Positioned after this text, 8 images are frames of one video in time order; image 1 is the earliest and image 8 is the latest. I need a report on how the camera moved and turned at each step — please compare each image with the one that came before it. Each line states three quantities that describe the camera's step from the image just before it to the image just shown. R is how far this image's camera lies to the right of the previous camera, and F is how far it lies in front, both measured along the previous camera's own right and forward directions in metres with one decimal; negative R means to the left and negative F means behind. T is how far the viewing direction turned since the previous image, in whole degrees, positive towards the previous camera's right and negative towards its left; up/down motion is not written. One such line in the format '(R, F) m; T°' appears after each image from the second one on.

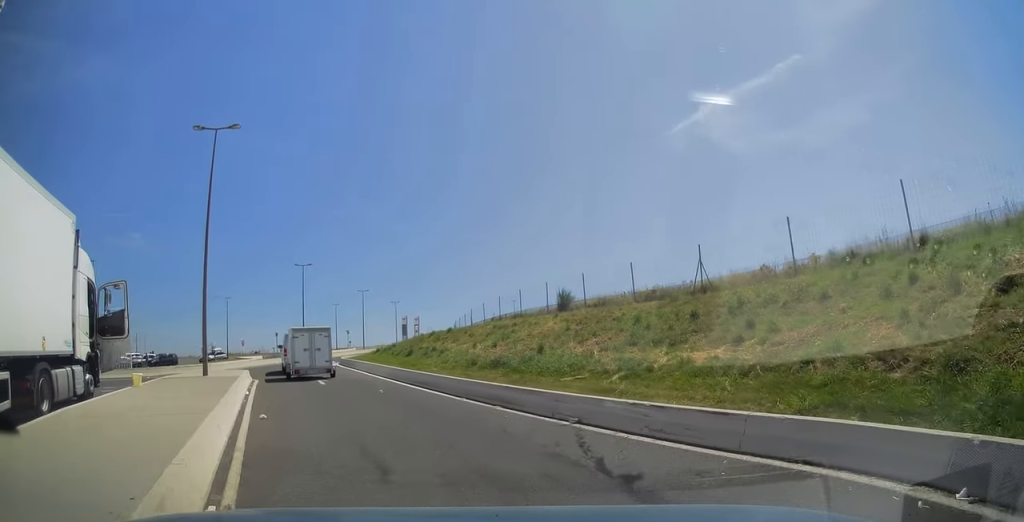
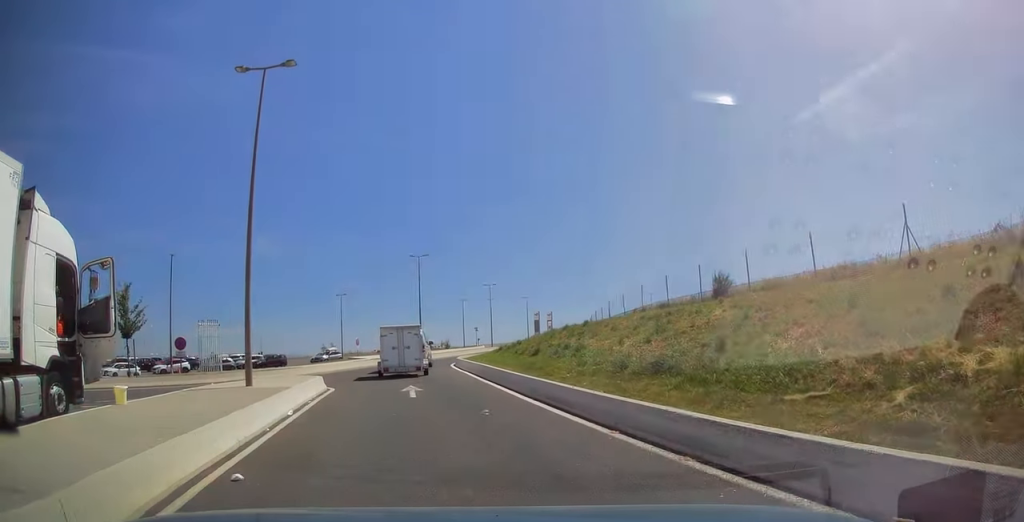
(-0.5, +5.6) m; -10°
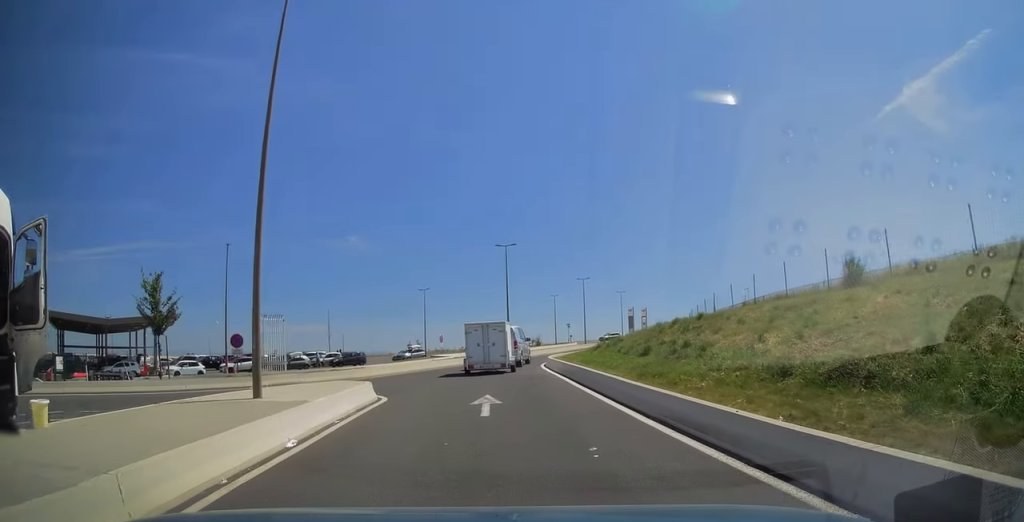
(-0.2, +4.2) m; -8°
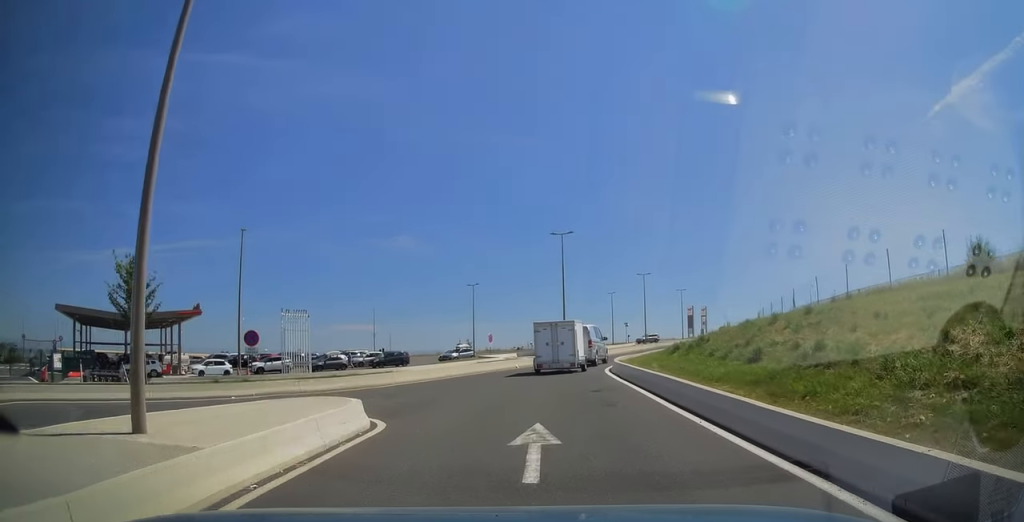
(-0.4, +4.9) m; -5°
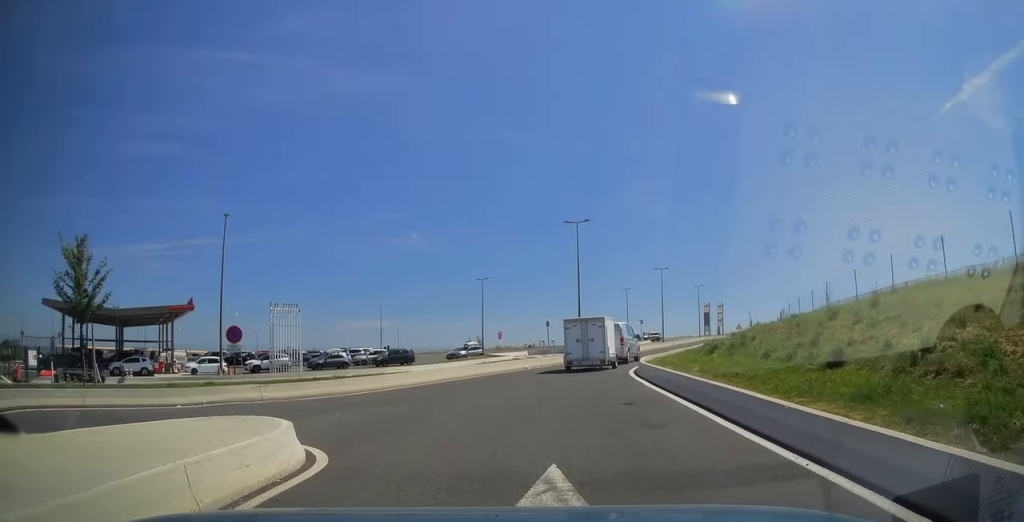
(-0.1, +3.2) m; -2°
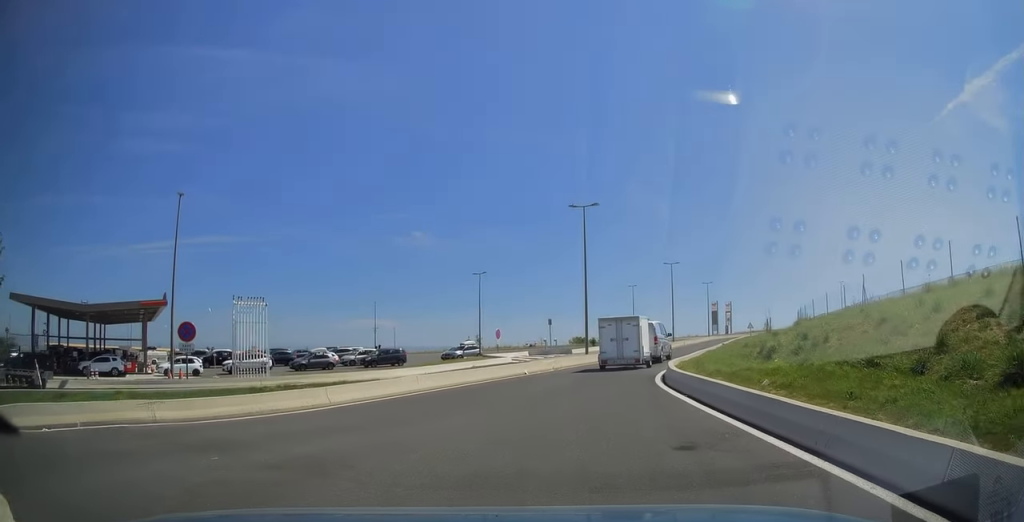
(-0.1, +4.5) m; -1°
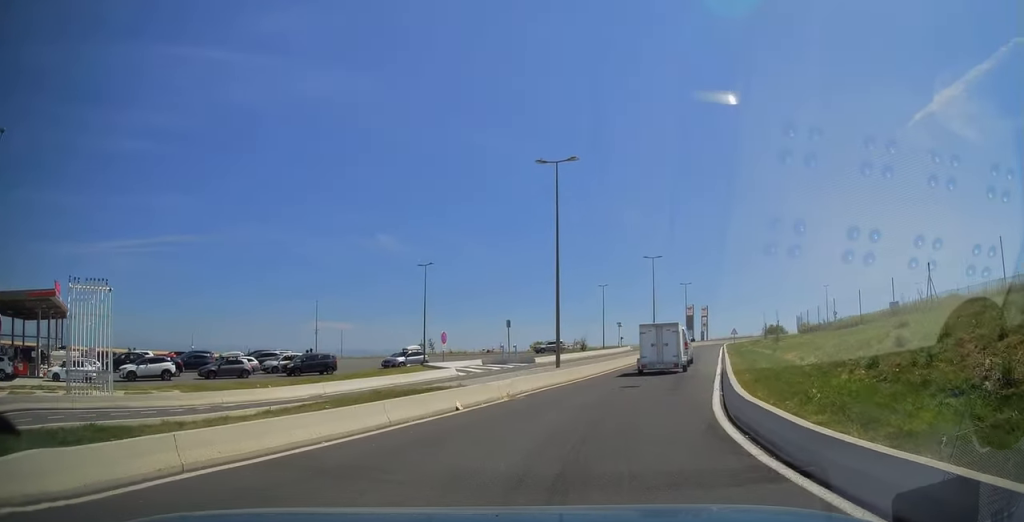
(0.0, +9.9) m; +2°
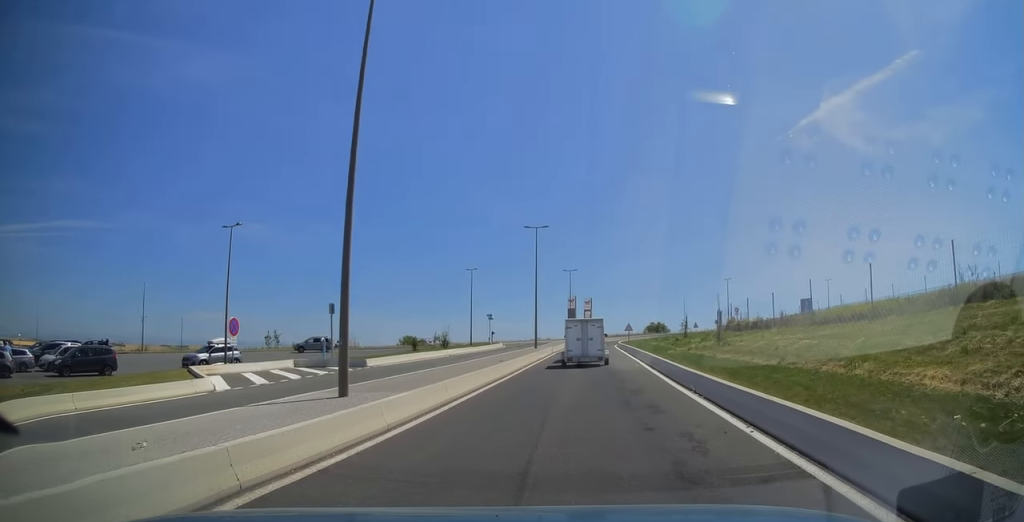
(+1.4, +13.2) m; +11°
